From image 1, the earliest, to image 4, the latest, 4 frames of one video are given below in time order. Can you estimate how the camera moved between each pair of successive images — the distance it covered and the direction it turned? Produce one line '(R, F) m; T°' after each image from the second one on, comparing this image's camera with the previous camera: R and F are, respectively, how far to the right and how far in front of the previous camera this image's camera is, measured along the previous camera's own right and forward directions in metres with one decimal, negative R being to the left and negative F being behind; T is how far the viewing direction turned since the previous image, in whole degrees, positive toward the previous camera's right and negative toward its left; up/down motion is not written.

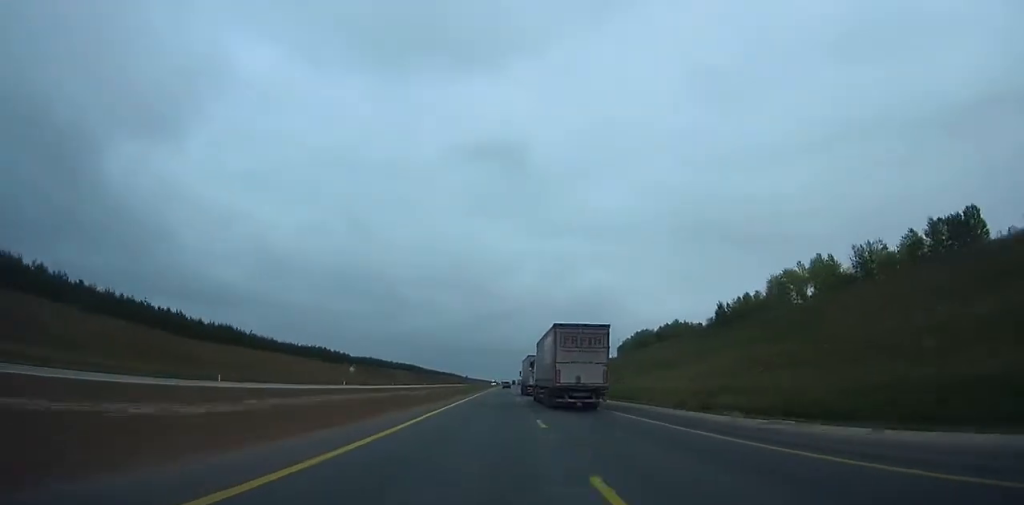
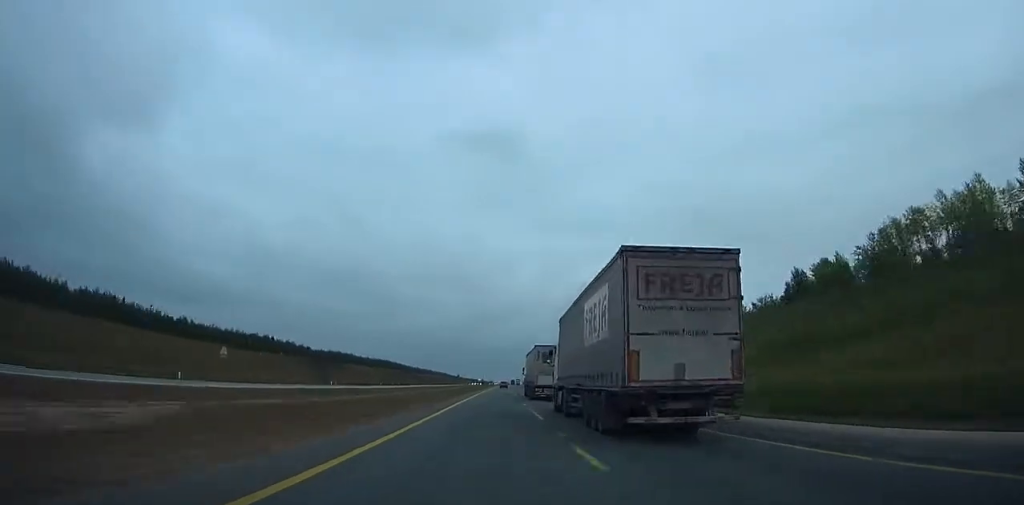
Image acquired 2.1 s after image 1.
(+0.3, +55.9) m; 0°
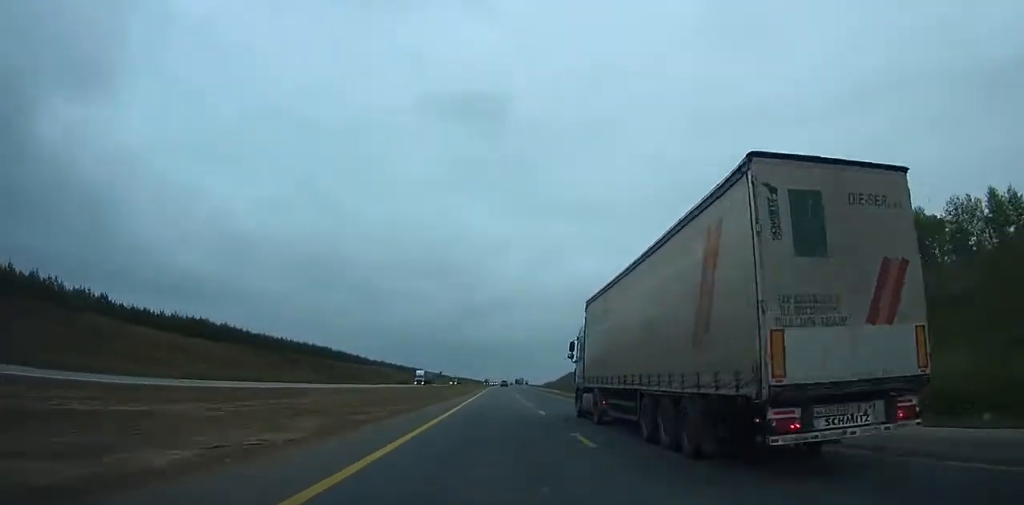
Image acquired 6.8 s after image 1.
(+1.7, +127.2) m; +4°
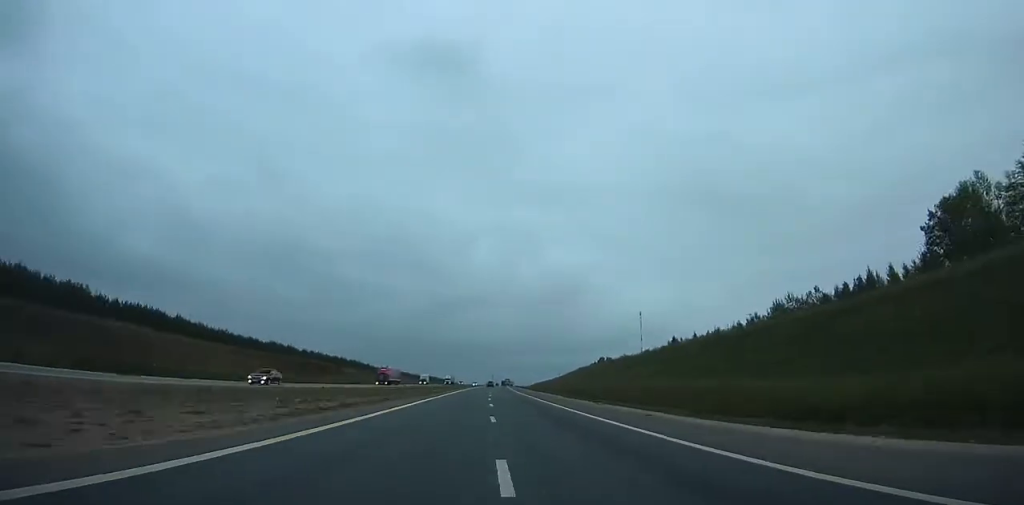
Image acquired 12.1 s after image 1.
(-5.1, +145.7) m; -4°
